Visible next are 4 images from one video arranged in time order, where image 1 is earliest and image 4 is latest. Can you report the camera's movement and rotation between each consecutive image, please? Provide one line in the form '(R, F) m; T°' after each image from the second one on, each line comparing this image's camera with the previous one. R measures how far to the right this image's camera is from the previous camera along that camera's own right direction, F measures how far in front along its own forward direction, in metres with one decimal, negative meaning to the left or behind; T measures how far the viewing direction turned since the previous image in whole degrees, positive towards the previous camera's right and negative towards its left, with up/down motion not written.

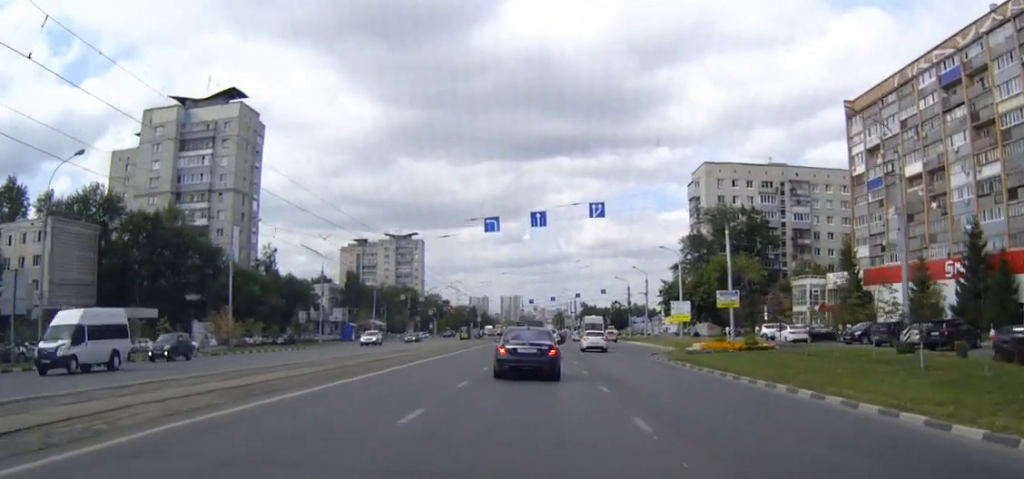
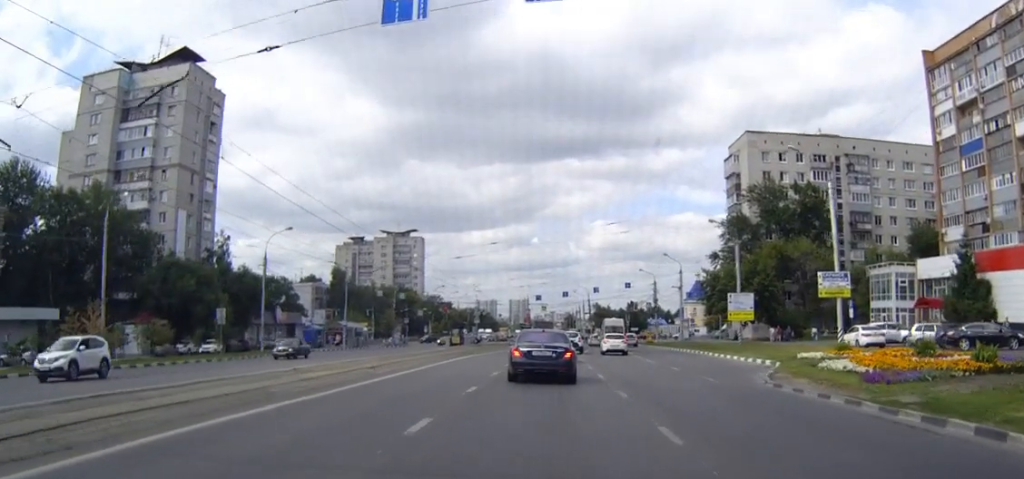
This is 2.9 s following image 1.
(-0.4, +25.7) m; -1°
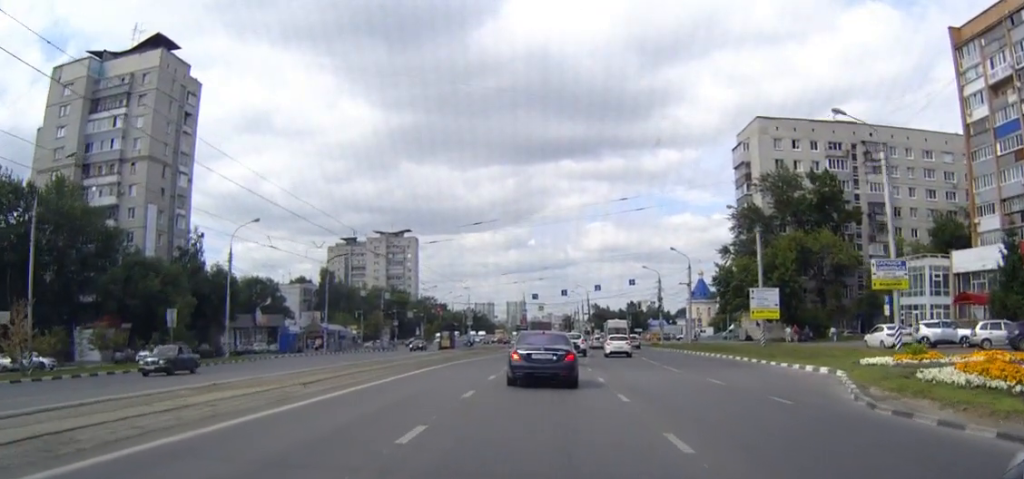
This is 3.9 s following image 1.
(0.0, +8.9) m; 0°
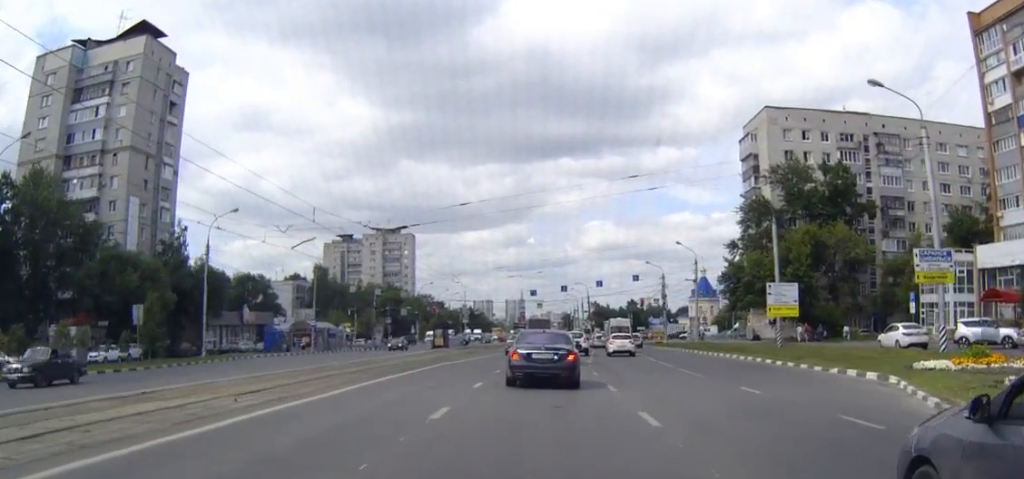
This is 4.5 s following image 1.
(+0.1, +5.1) m; 0°
